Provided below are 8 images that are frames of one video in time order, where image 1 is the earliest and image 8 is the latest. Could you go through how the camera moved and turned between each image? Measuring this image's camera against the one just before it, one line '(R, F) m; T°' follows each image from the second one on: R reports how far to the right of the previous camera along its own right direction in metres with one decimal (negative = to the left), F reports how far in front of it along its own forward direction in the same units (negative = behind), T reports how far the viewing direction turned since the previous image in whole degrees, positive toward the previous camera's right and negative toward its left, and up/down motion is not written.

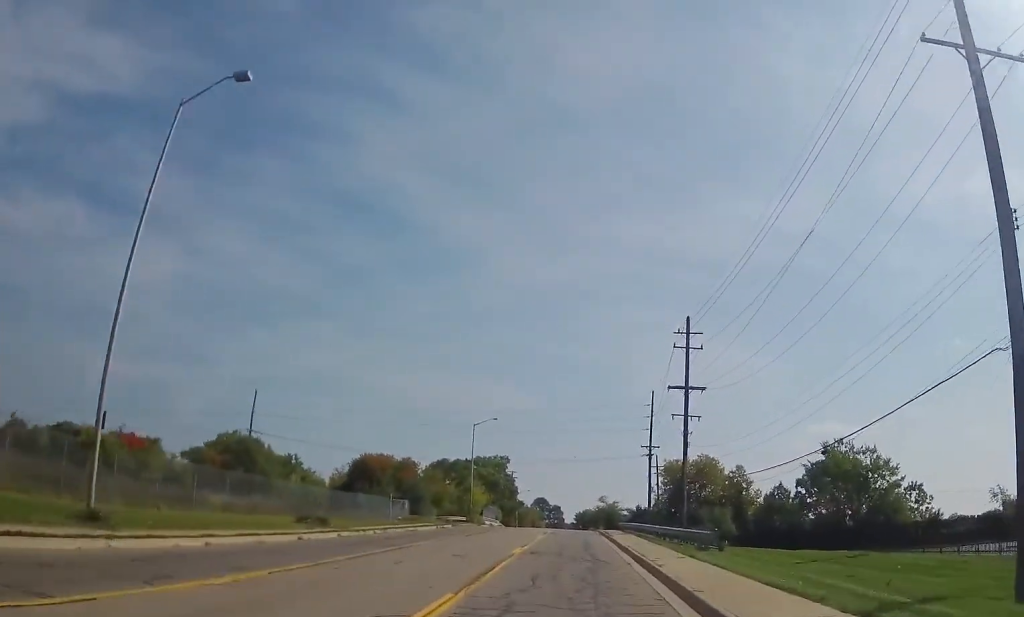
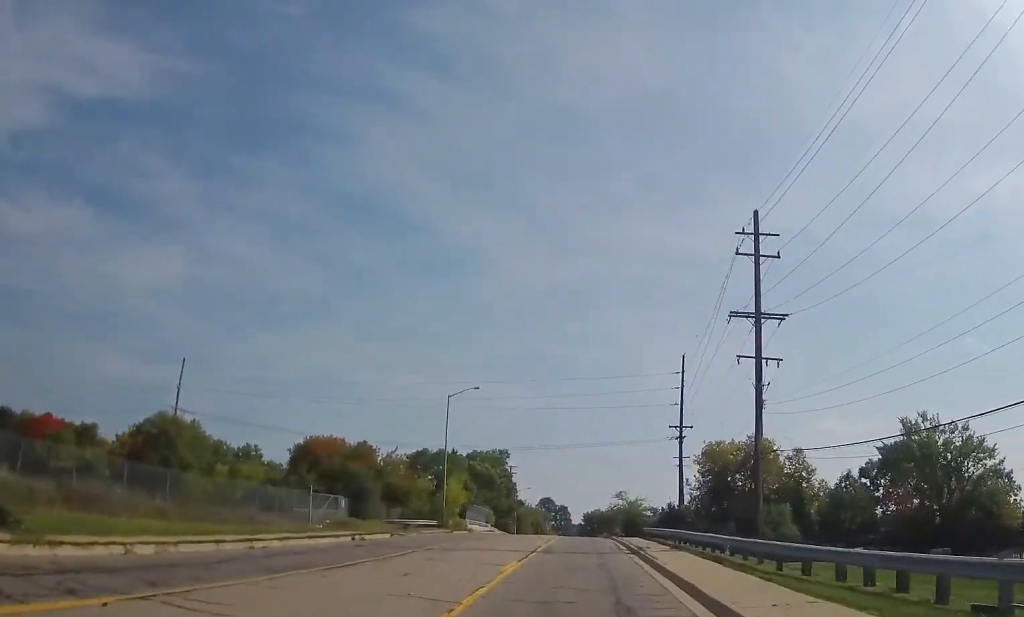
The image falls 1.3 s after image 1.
(-0.9, +21.0) m; -2°
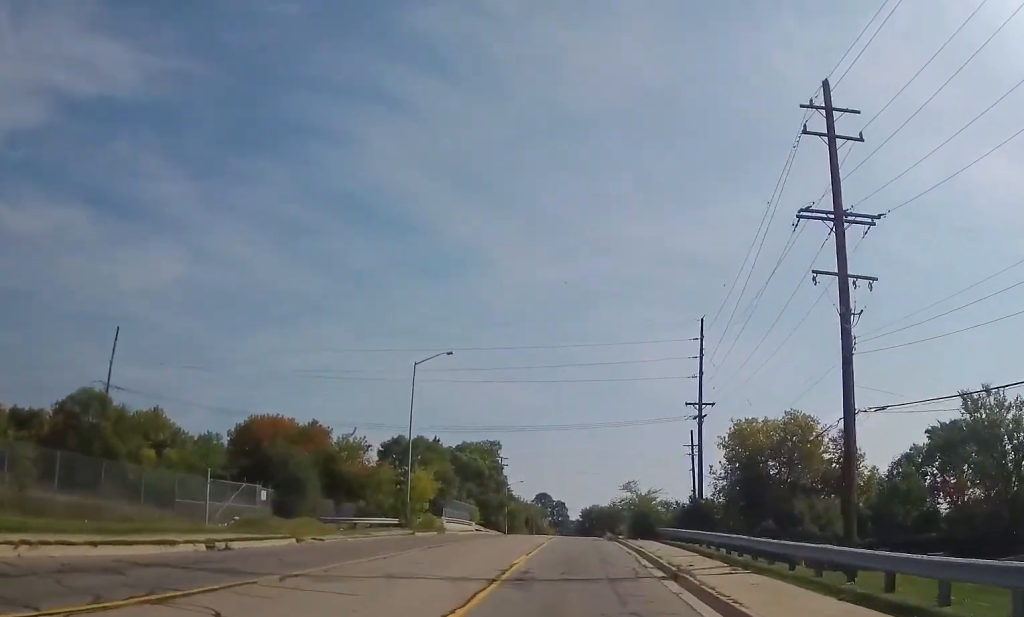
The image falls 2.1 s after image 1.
(+0.3, +12.3) m; +1°
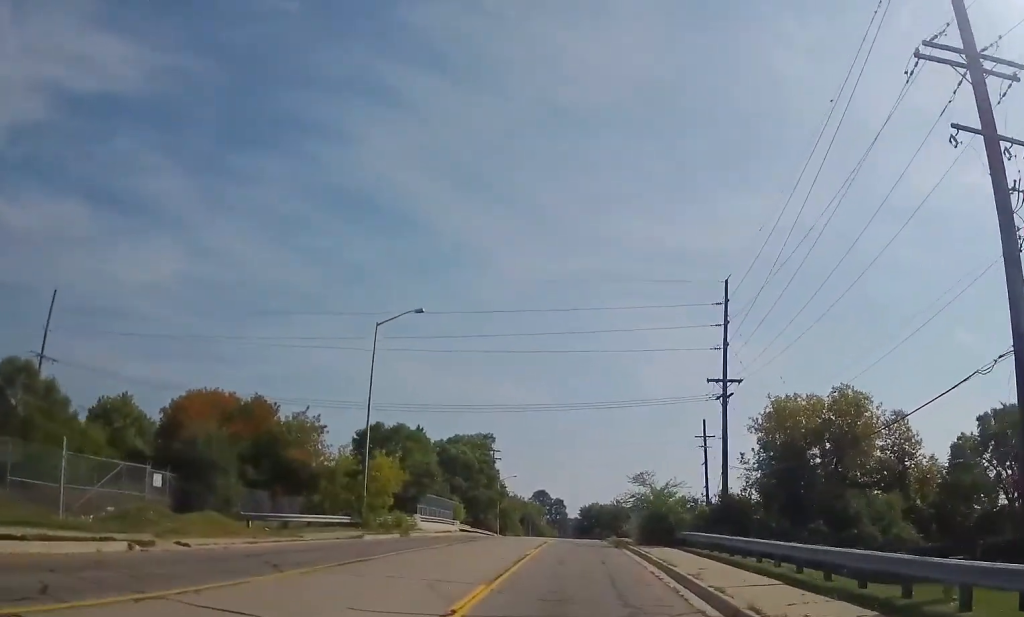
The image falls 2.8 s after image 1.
(+0.1, +9.9) m; +1°
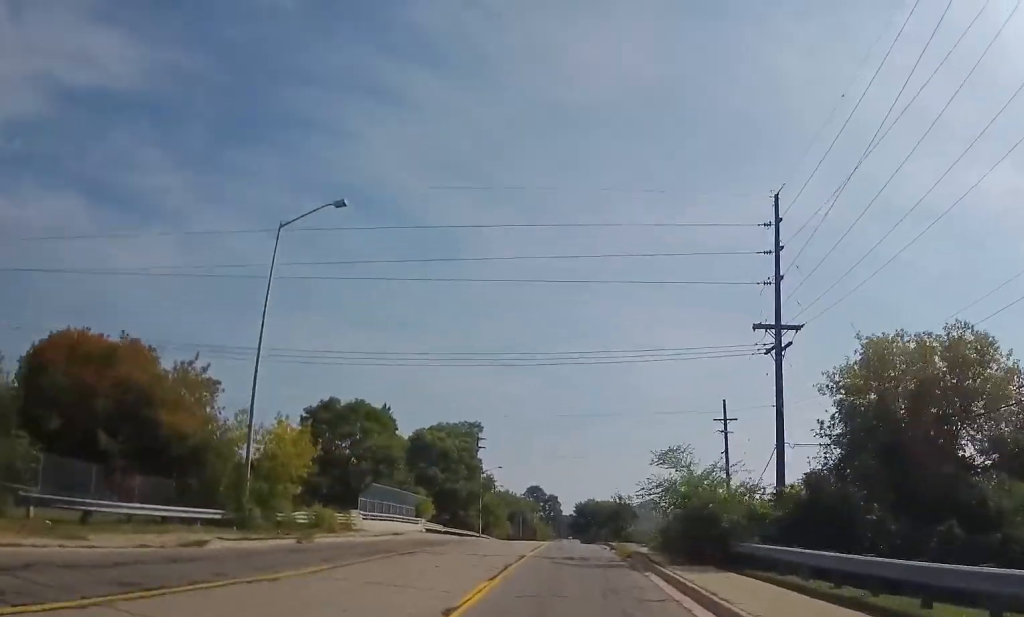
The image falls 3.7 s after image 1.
(+0.1, +14.1) m; +1°
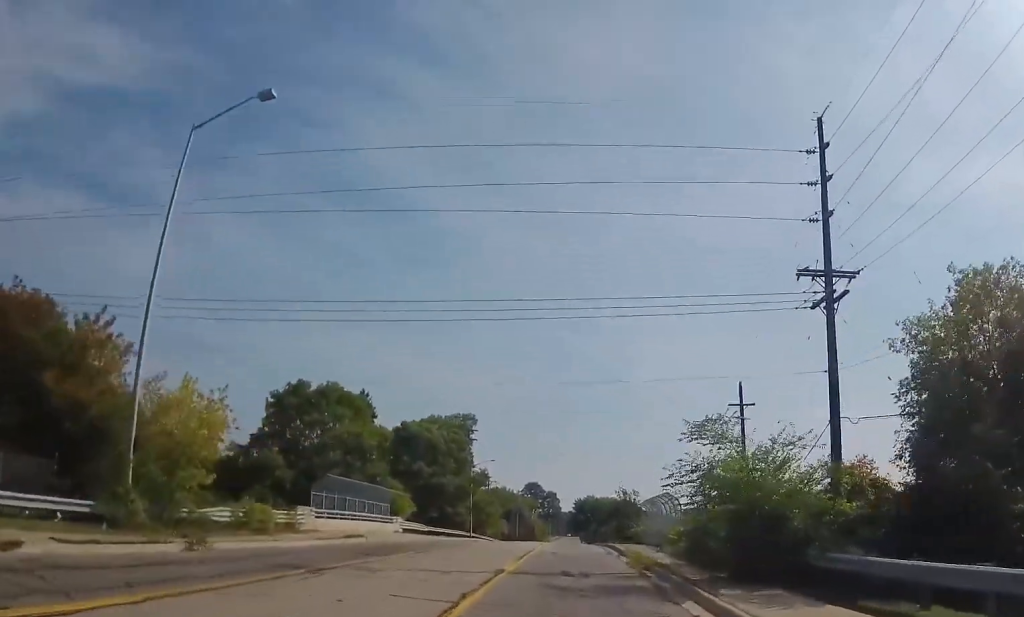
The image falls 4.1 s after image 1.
(+0.3, +7.6) m; 0°
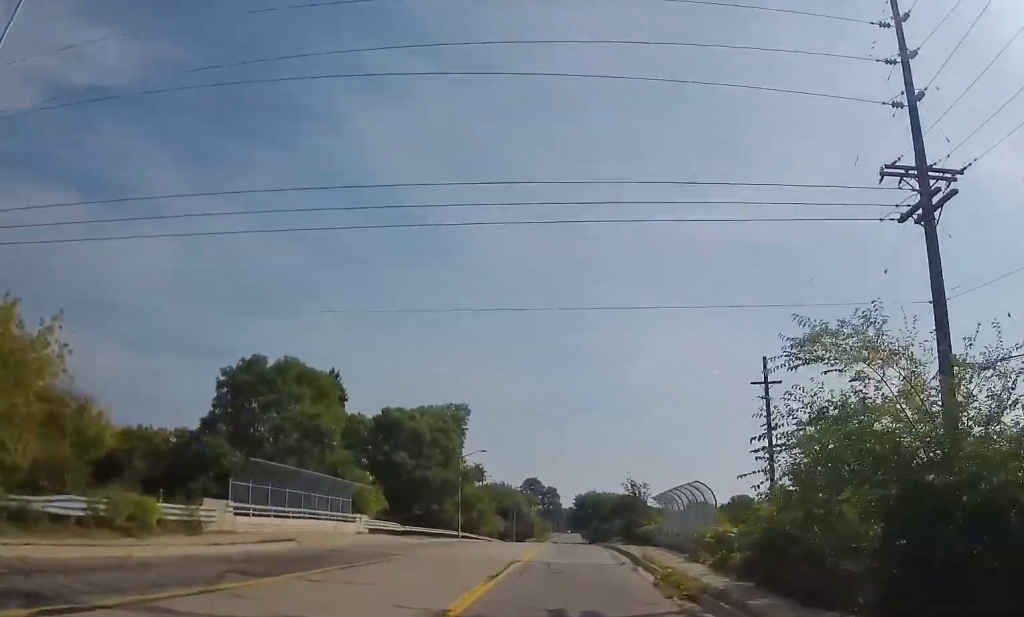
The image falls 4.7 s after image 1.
(0.0, +8.7) m; -1°
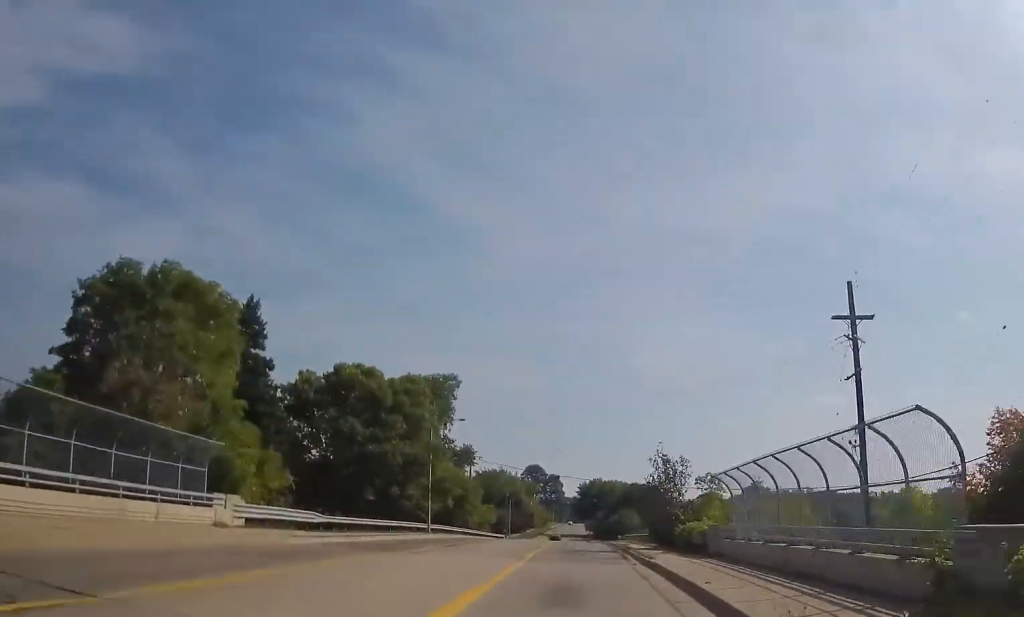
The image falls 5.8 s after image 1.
(-0.4, +17.2) m; -1°
